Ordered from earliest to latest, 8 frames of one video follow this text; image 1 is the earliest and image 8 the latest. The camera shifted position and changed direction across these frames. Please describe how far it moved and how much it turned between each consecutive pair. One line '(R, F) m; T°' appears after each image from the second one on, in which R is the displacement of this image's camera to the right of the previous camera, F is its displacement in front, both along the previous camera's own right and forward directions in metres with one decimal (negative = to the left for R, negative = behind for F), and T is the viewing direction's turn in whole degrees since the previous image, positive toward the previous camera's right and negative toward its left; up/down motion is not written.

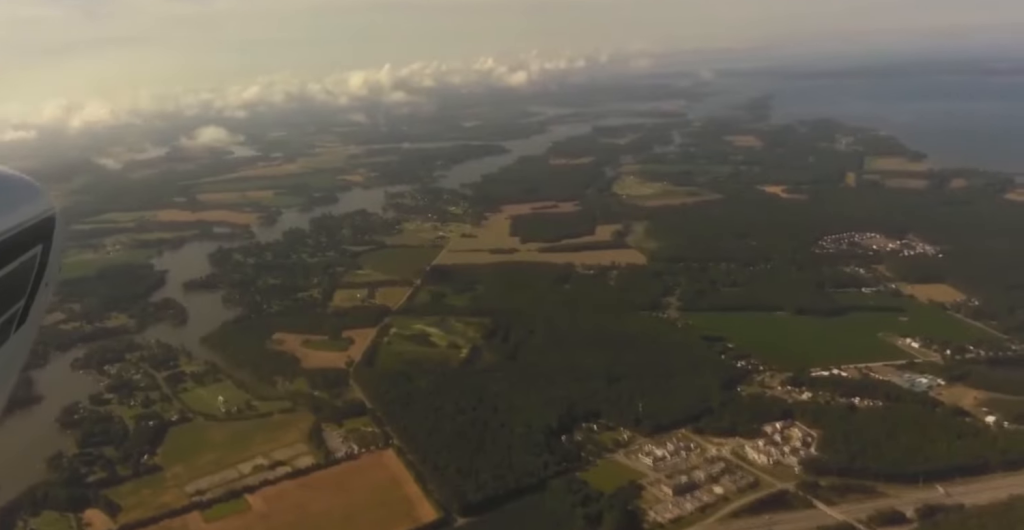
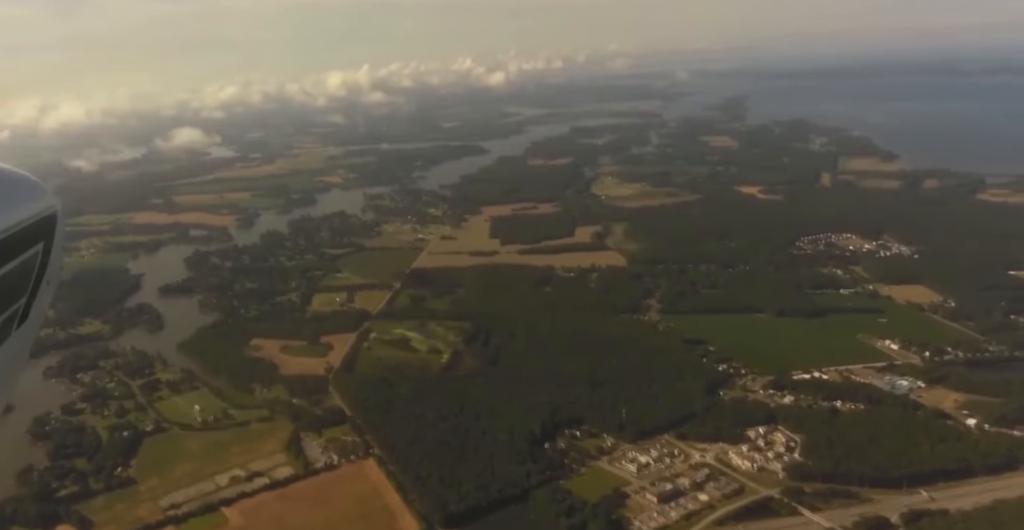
(+0.6, +37.6) m; +3°
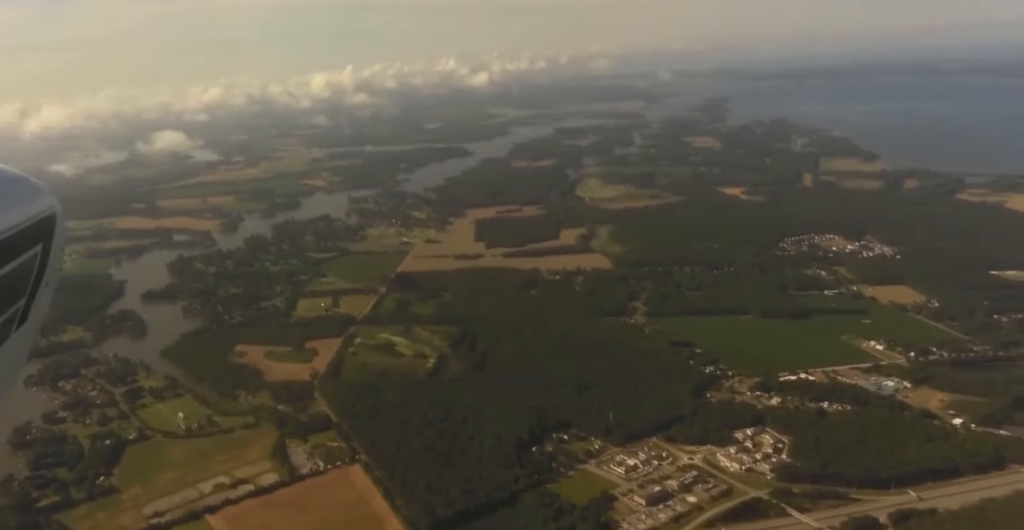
(0.0, +17.8) m; +2°
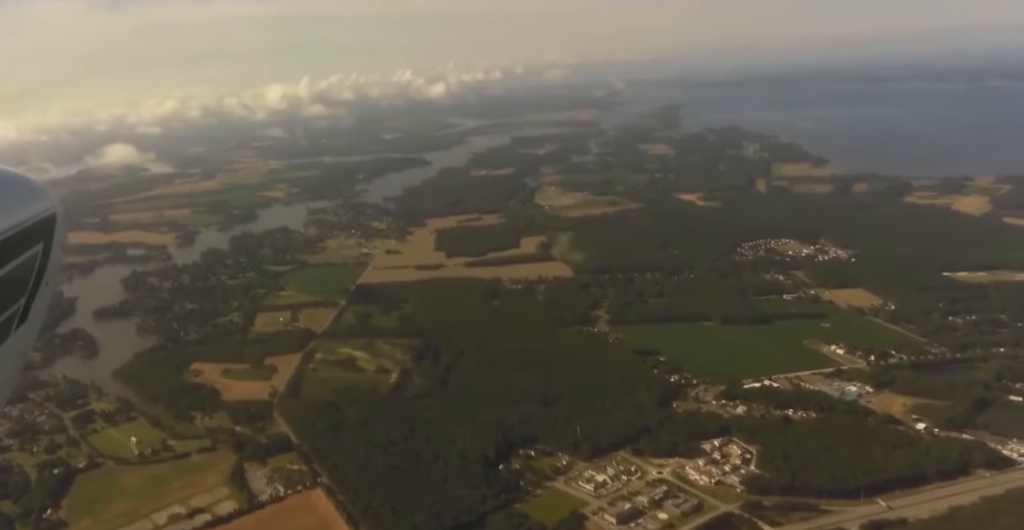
(+3.7, +63.5) m; +6°
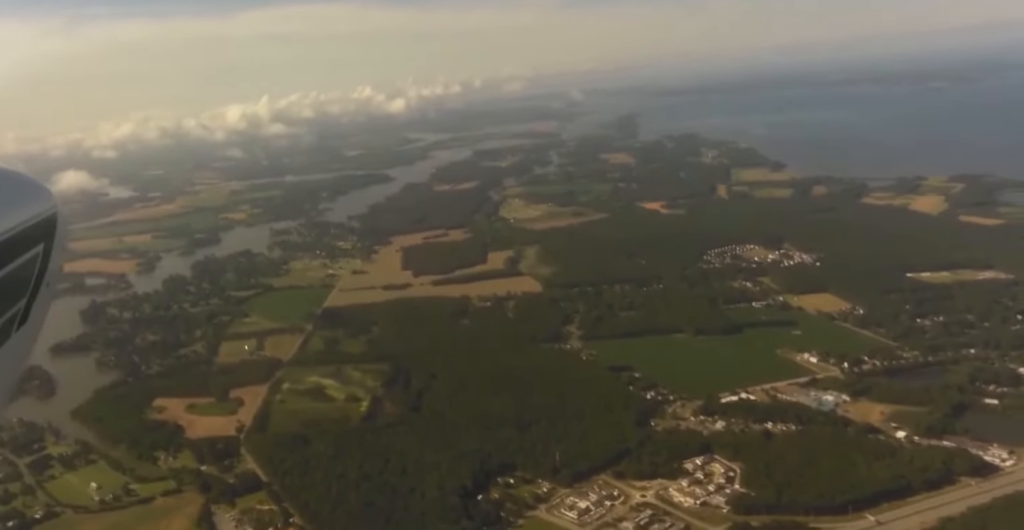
(+1.6, +72.1) m; +3°
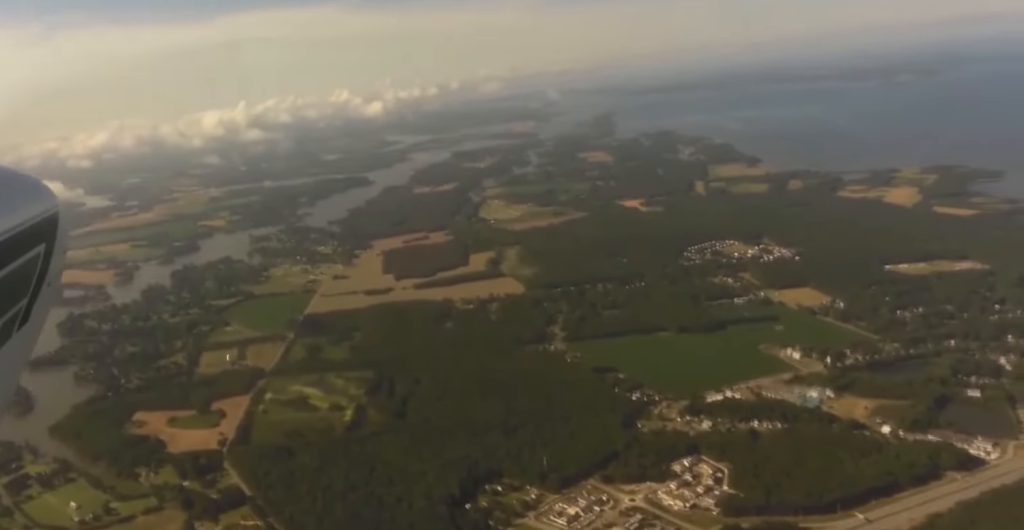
(-0.2, +27.7) m; +1°
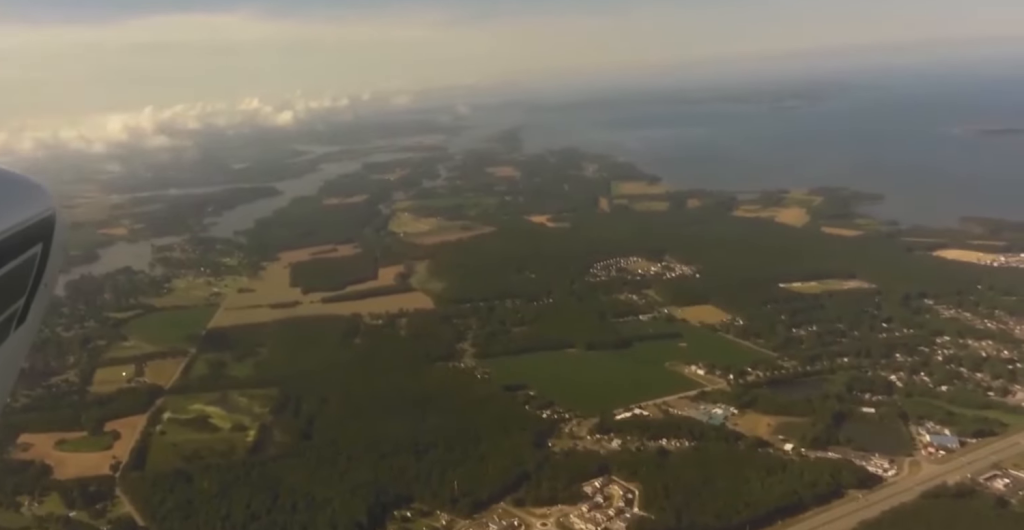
(+2.3, +92.8) m; +1°
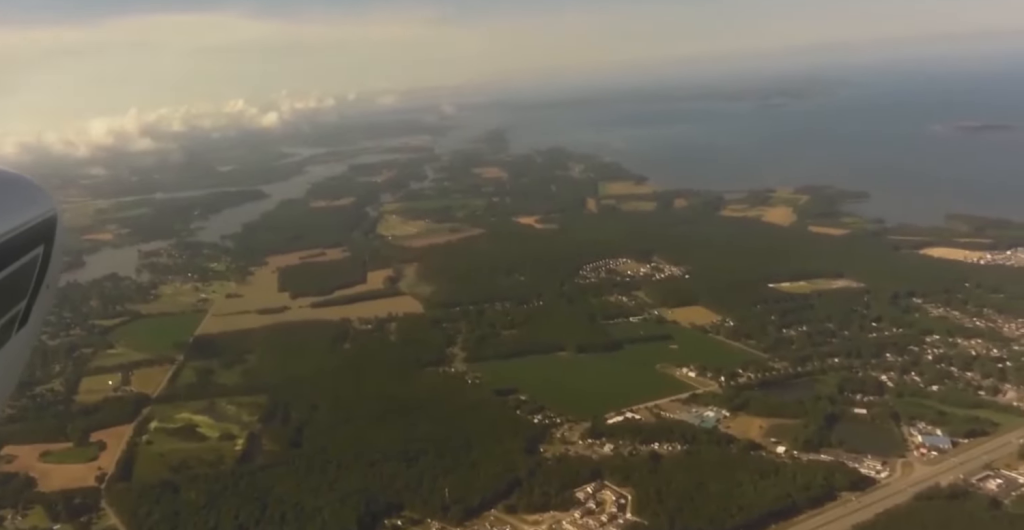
(+0.4, +23.7) m; 0°
